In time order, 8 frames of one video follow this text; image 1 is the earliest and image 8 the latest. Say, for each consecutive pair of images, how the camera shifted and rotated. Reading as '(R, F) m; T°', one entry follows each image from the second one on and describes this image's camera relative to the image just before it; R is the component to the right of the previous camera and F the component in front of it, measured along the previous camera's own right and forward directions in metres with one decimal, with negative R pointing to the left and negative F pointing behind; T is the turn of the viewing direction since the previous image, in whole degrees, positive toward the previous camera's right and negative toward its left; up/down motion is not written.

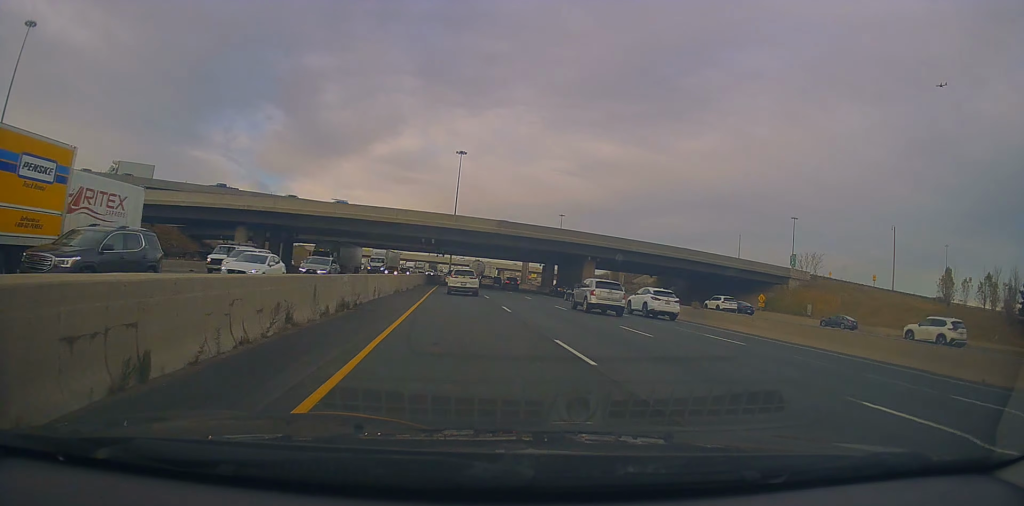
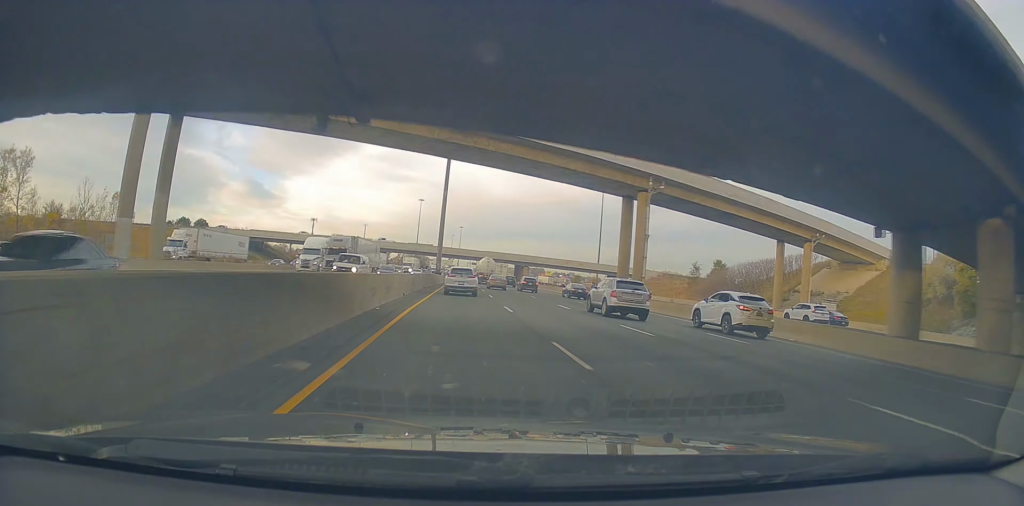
(+0.1, +86.1) m; 0°
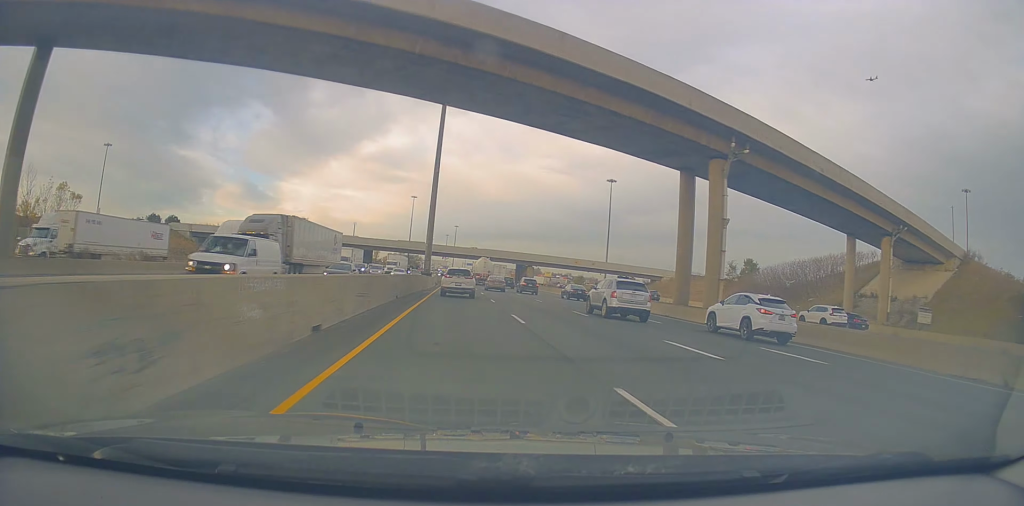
(-0.2, +16.6) m; 0°
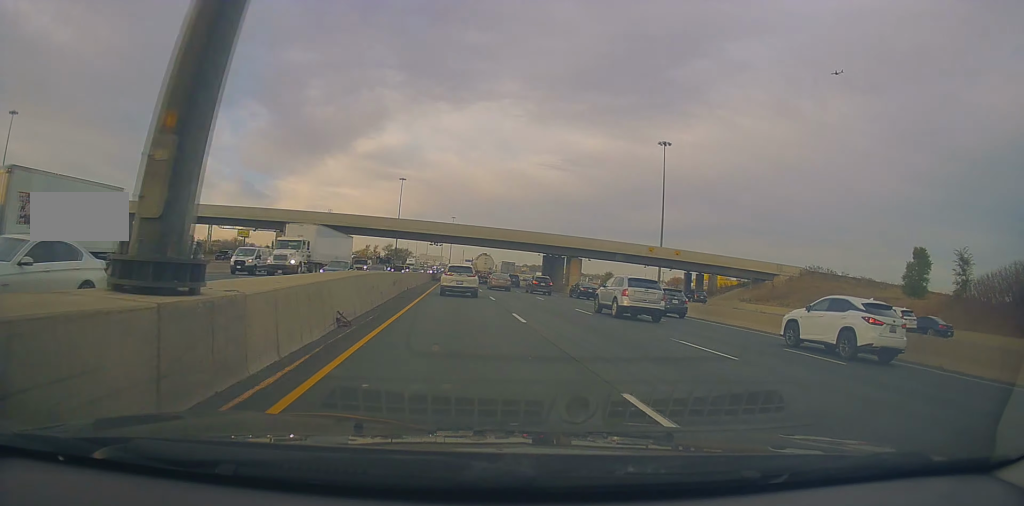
(+0.7, +49.0) m; +1°
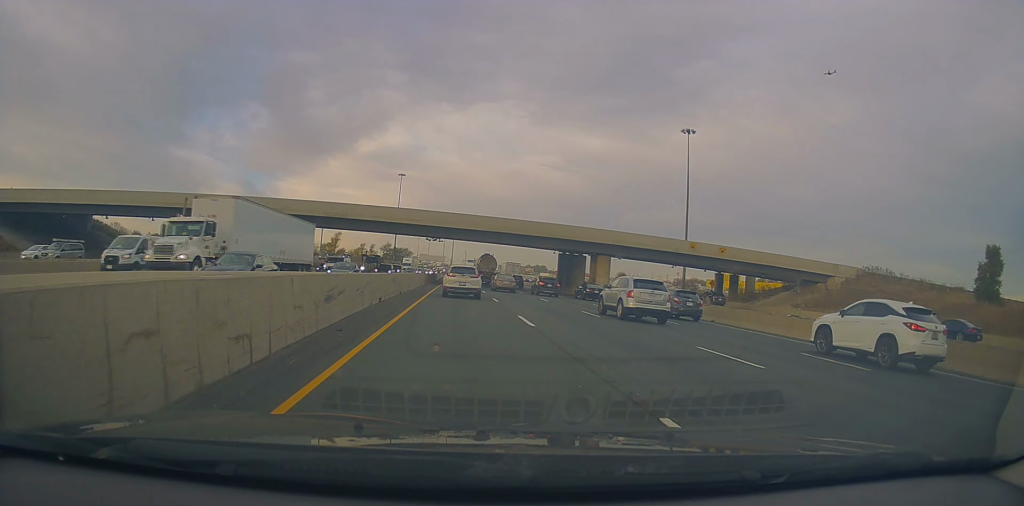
(0.0, +13.7) m; 0°
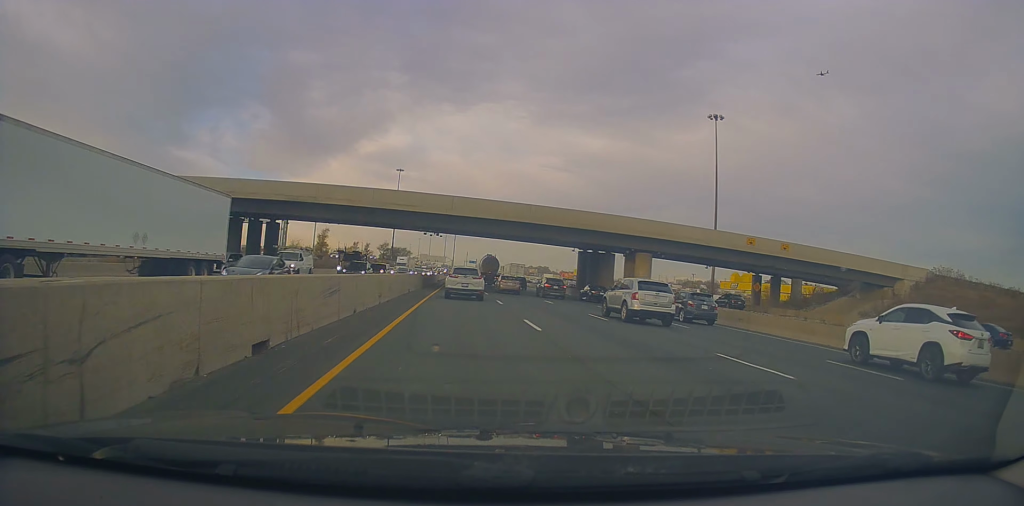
(0.0, +13.0) m; 0°
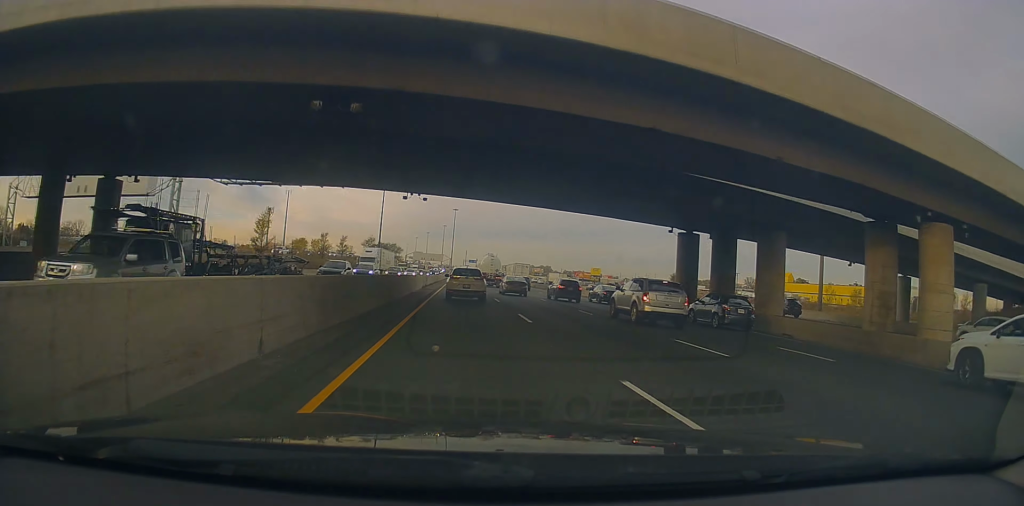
(-0.1, +34.0) m; 0°
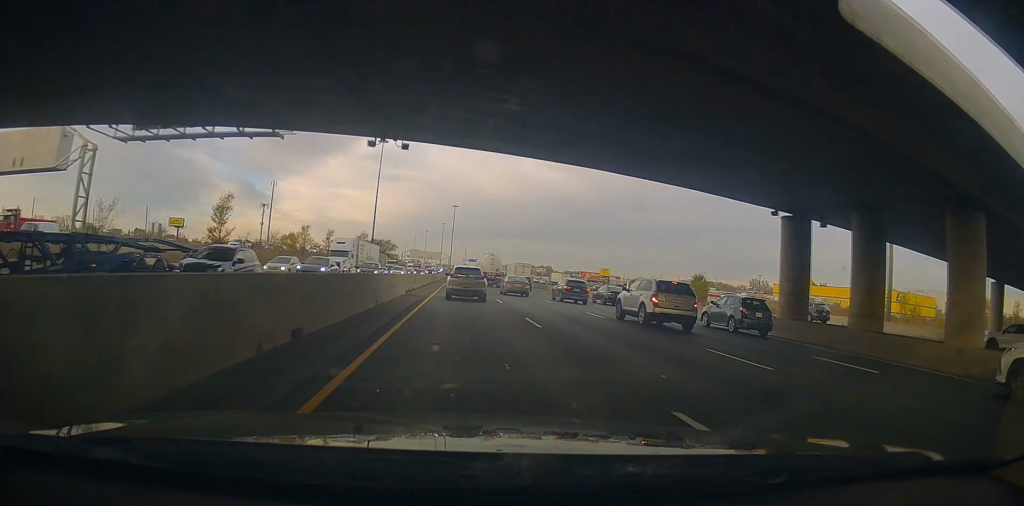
(0.0, +14.5) m; 0°
